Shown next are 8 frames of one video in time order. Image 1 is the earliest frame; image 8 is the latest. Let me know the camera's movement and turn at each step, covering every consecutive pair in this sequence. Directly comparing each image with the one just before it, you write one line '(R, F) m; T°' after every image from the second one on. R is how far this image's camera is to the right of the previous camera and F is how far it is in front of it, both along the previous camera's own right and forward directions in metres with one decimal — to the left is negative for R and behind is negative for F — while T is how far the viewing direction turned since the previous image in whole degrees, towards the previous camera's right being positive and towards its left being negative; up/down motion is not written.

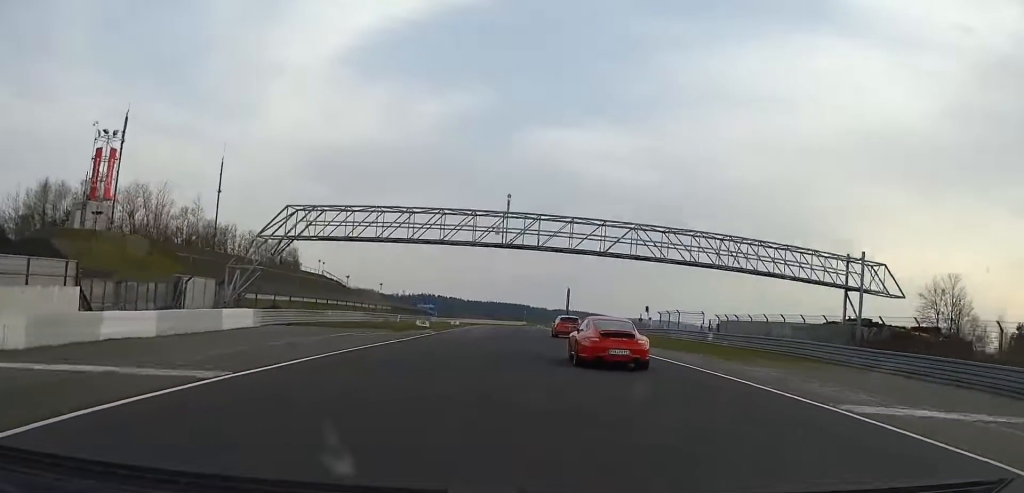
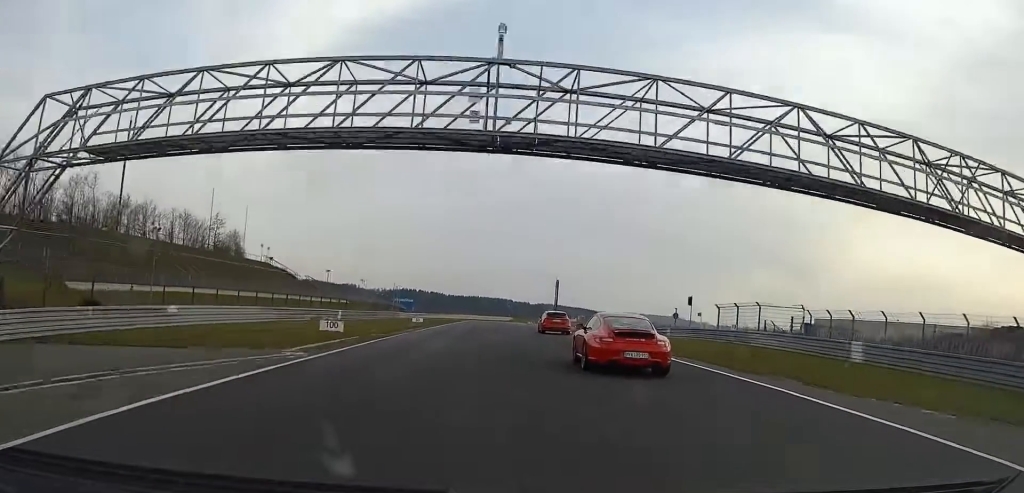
(+0.1, +25.9) m; +1°
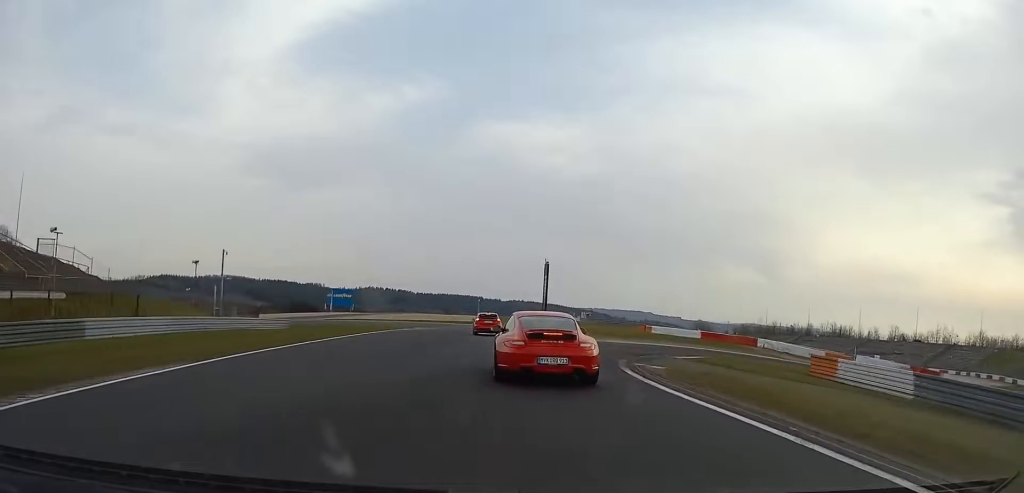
(+2.6, +79.3) m; +3°
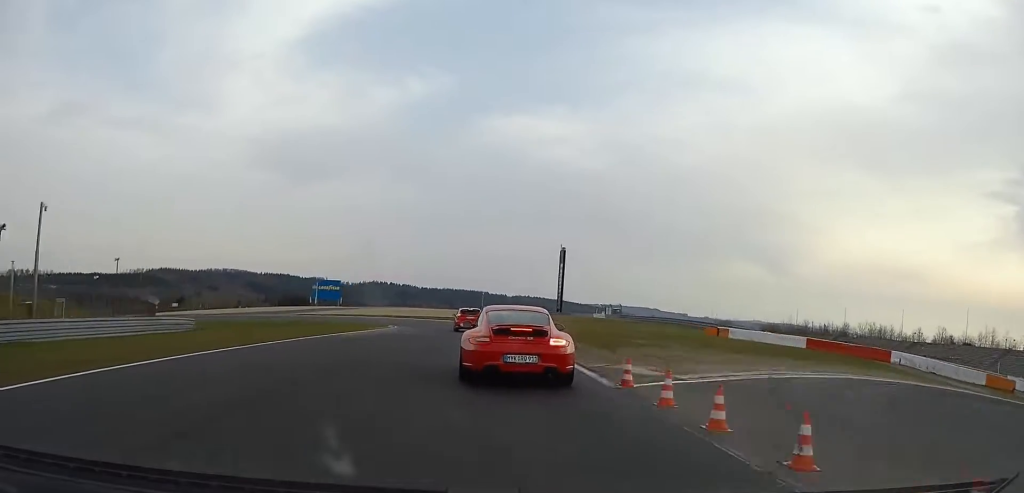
(+0.1, +28.0) m; 0°
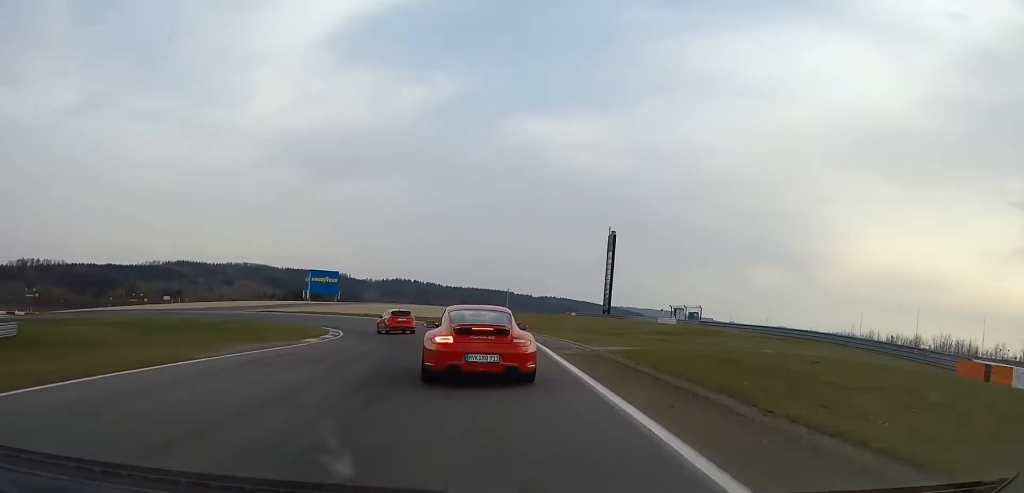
(-0.7, +35.4) m; -4°
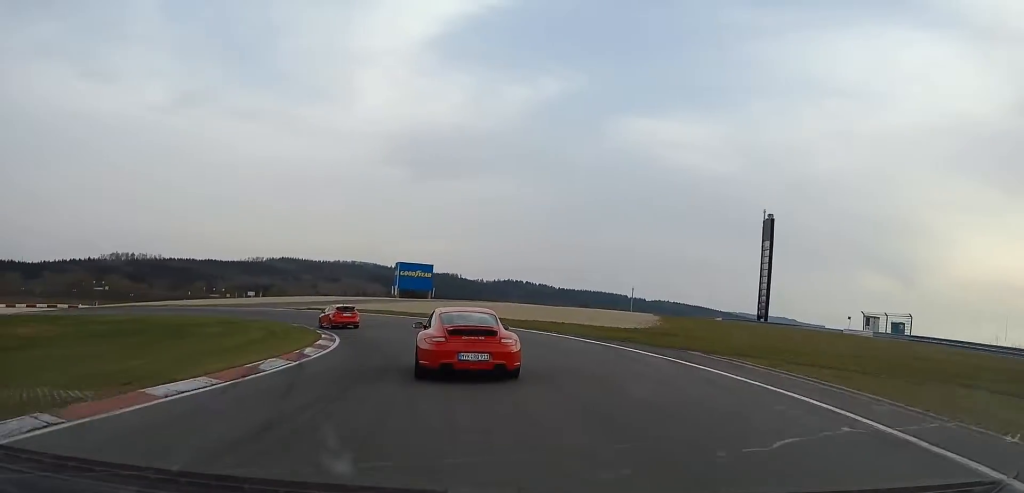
(-1.0, +26.1) m; -9°
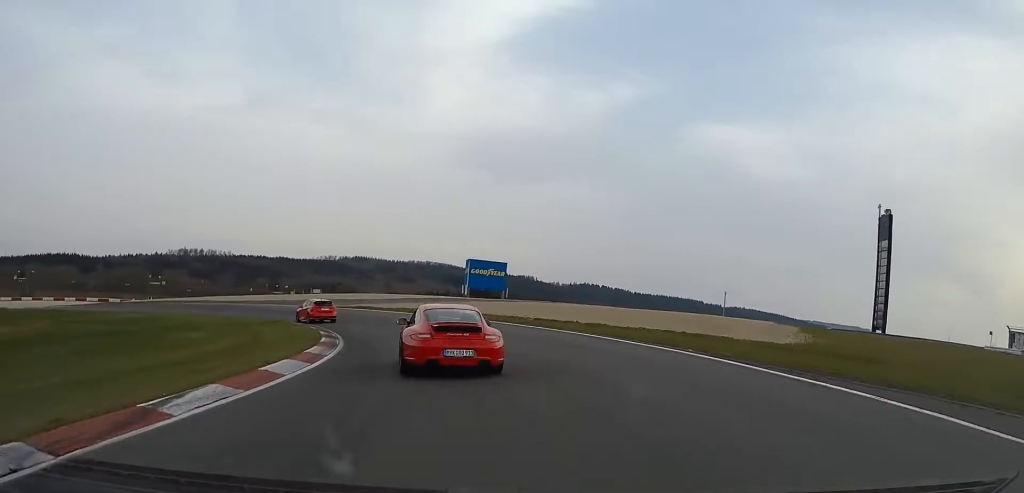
(-0.6, +12.2) m; -8°
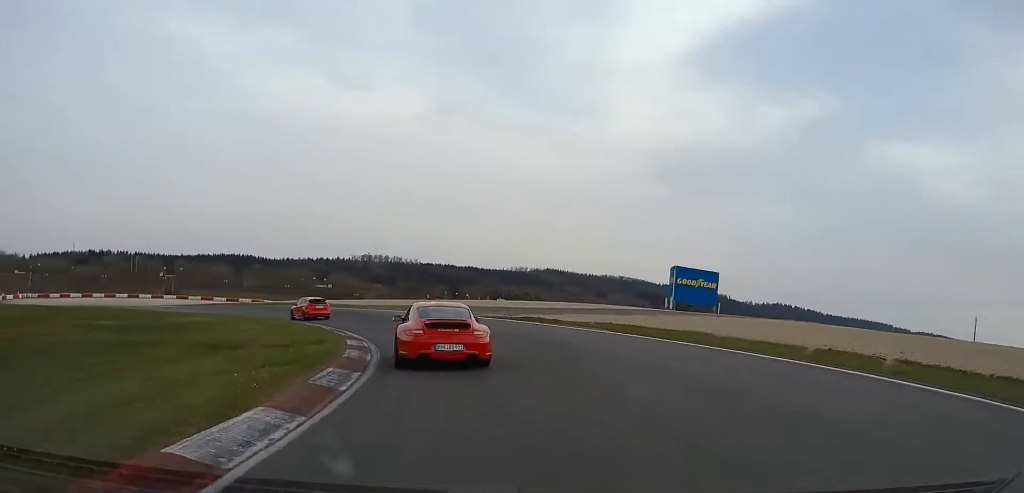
(-3.1, +22.4) m; -17°
